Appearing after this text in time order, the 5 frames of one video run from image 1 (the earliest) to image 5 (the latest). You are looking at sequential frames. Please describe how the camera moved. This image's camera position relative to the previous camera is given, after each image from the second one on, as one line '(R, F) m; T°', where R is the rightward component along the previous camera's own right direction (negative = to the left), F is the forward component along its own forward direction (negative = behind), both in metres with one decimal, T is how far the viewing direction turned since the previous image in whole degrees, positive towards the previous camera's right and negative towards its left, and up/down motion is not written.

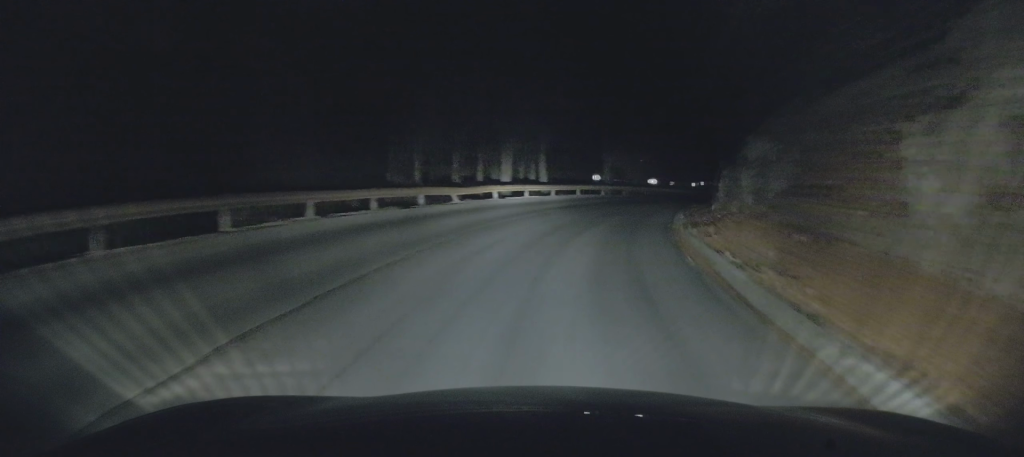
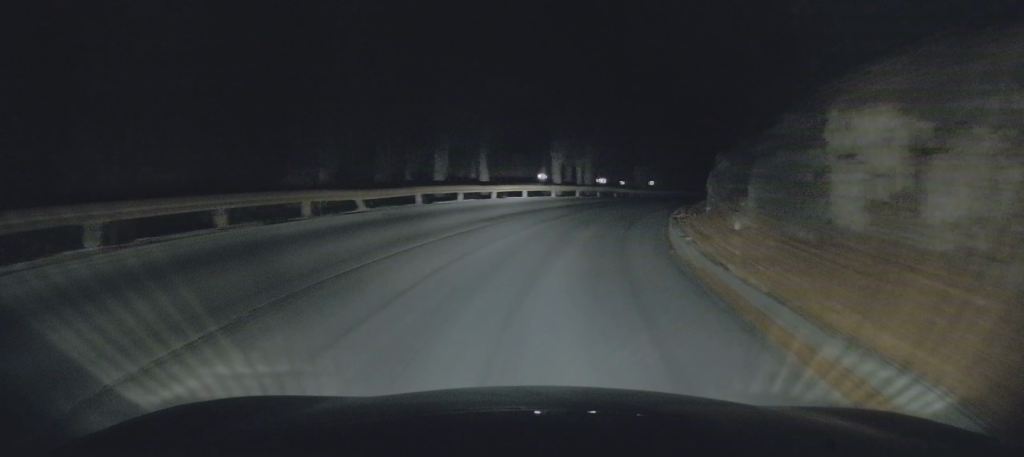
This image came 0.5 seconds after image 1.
(+0.3, +6.8) m; +3°
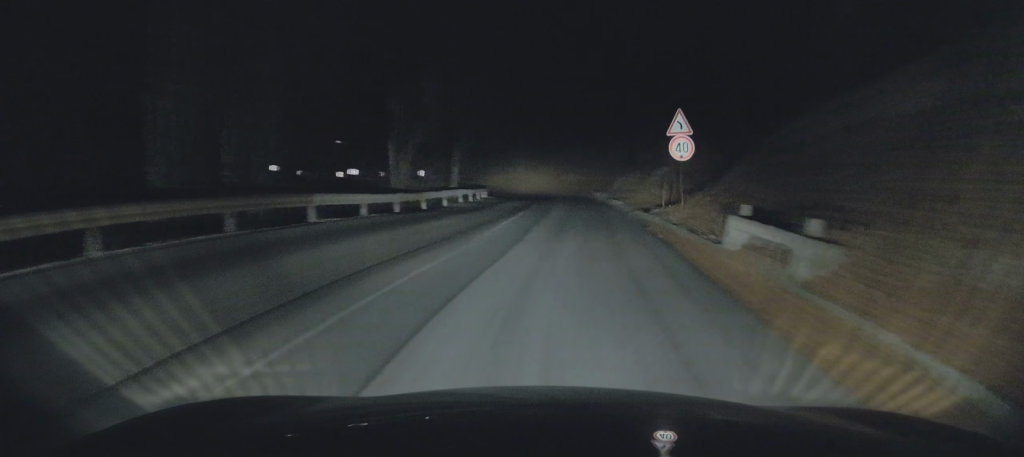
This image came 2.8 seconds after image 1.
(+3.8, +33.4) m; +14°
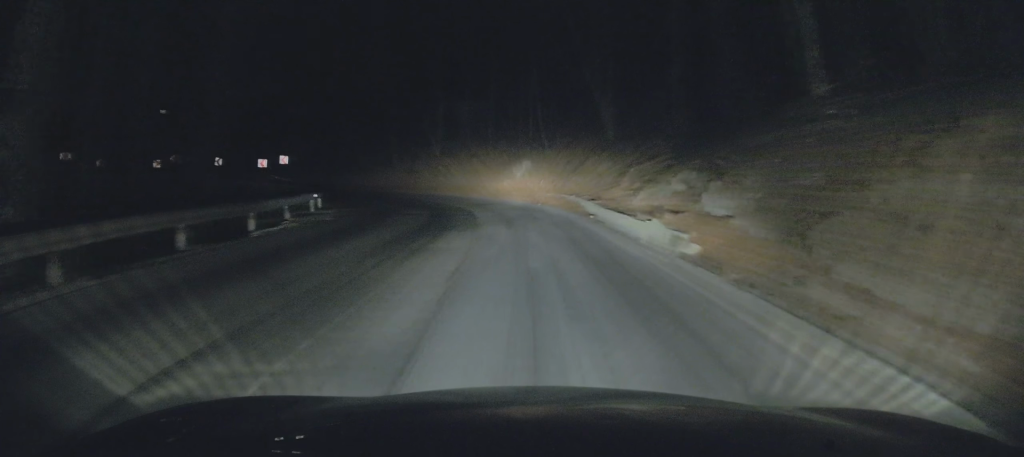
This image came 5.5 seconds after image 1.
(+1.7, +36.7) m; +6°
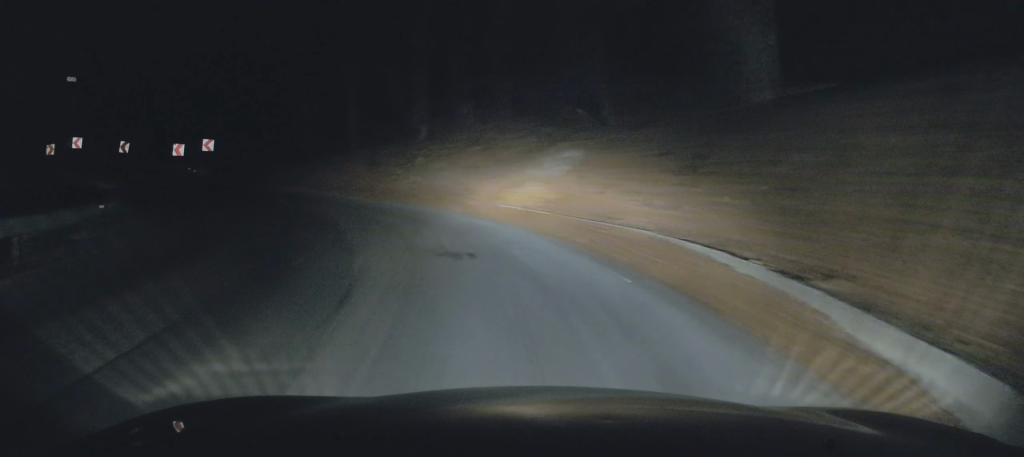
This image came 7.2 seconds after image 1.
(+0.3, +19.1) m; -3°
